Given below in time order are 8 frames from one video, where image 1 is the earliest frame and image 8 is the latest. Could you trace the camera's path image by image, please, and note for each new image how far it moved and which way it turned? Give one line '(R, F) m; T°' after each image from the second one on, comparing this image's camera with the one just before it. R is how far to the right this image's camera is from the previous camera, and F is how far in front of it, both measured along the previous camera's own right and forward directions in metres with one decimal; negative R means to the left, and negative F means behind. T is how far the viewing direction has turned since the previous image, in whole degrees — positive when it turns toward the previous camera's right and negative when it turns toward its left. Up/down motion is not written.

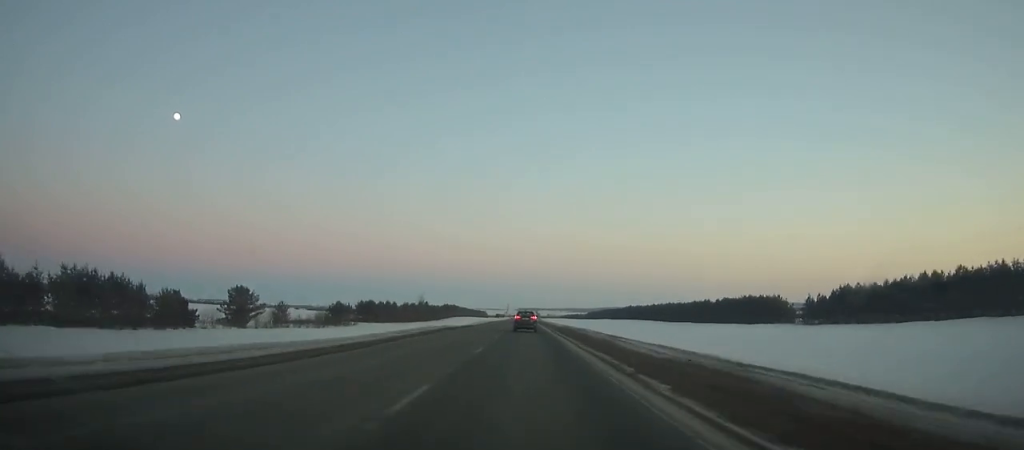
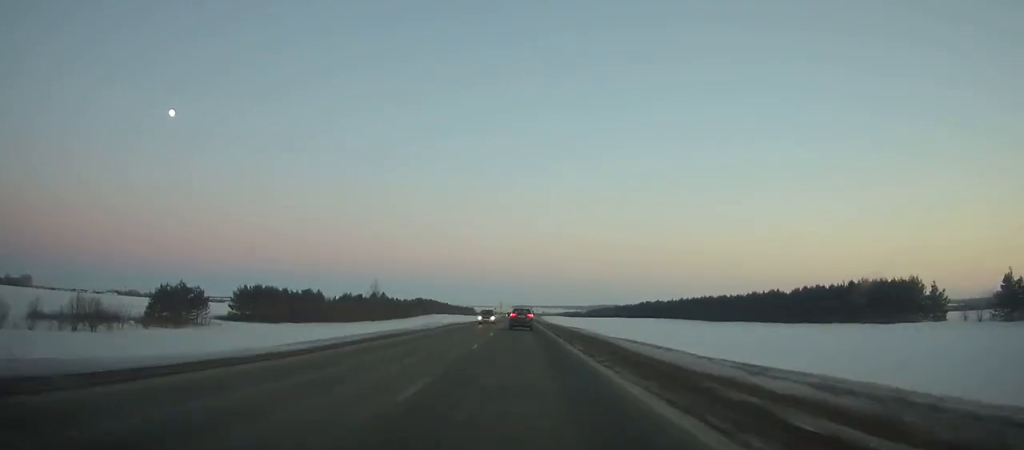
(-0.1, +69.6) m; 0°
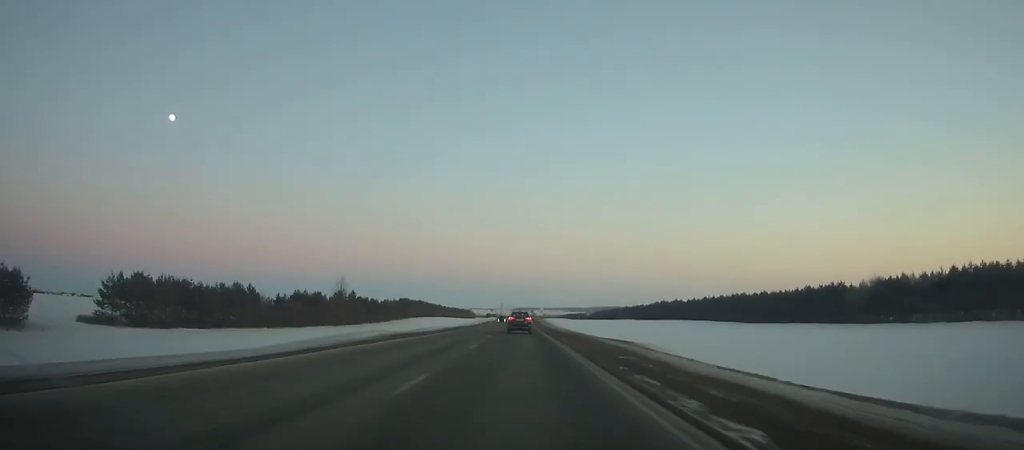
(0.0, +35.4) m; 0°
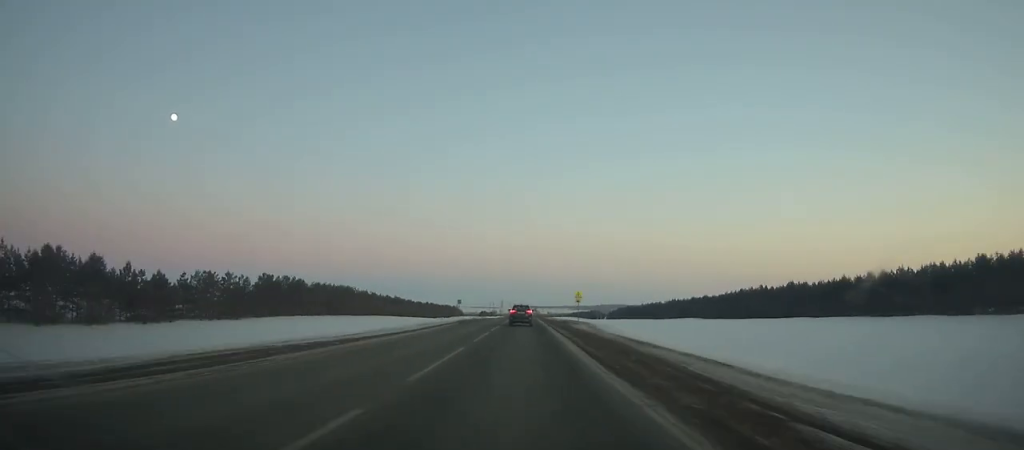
(+0.1, +118.7) m; 0°
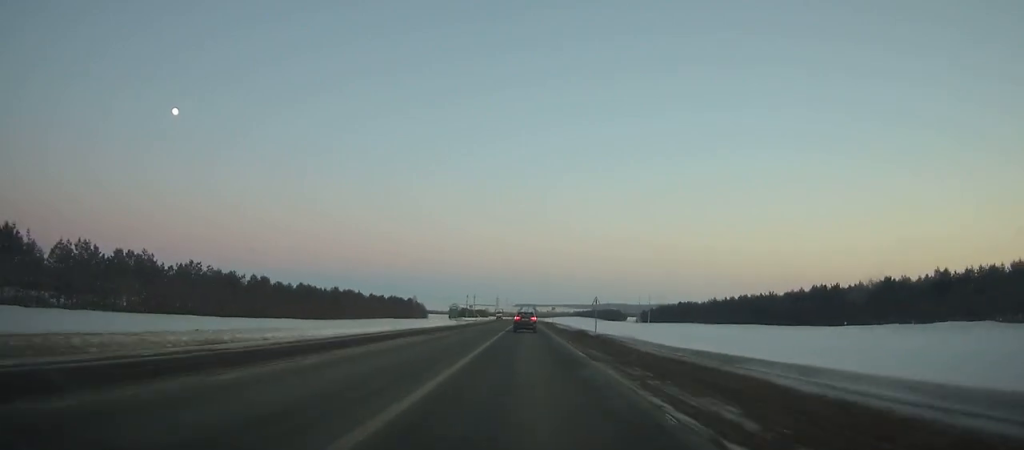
(+0.5, +140.3) m; 0°
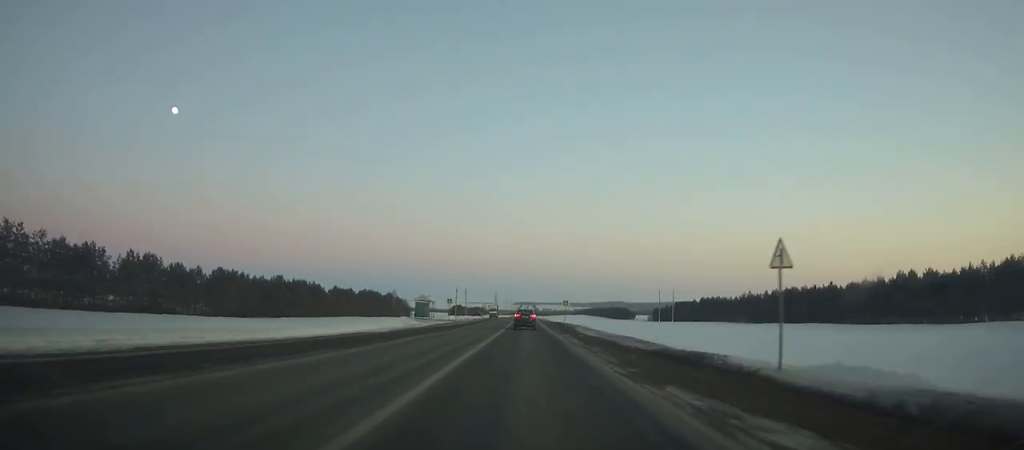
(0.0, +34.2) m; 0°
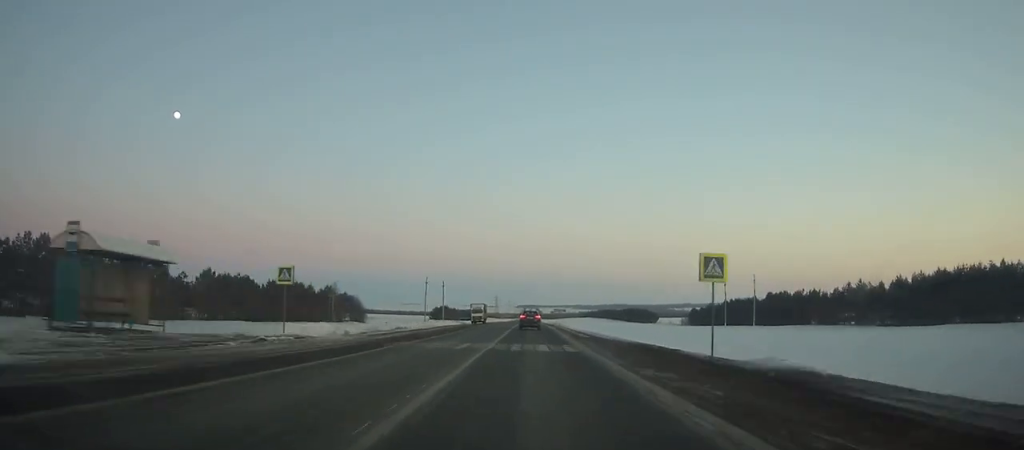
(-0.1, +62.1) m; 0°
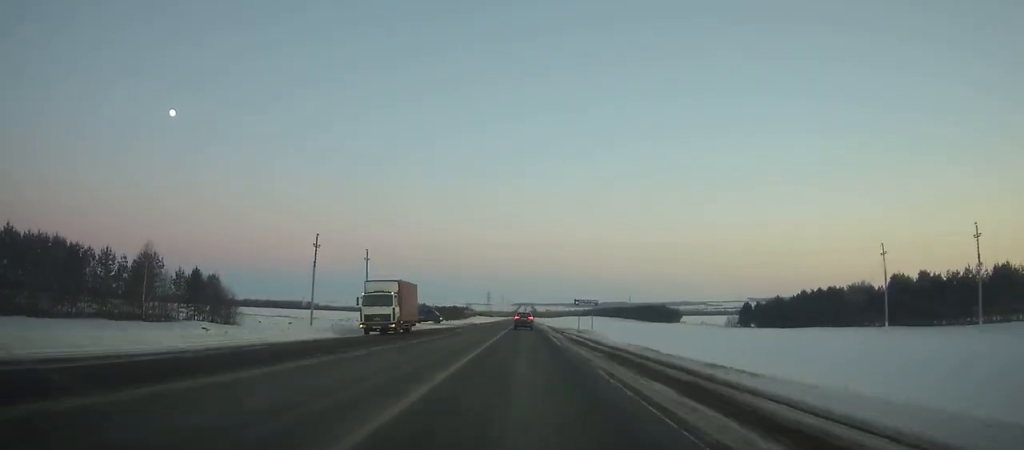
(+0.1, +66.4) m; 0°
